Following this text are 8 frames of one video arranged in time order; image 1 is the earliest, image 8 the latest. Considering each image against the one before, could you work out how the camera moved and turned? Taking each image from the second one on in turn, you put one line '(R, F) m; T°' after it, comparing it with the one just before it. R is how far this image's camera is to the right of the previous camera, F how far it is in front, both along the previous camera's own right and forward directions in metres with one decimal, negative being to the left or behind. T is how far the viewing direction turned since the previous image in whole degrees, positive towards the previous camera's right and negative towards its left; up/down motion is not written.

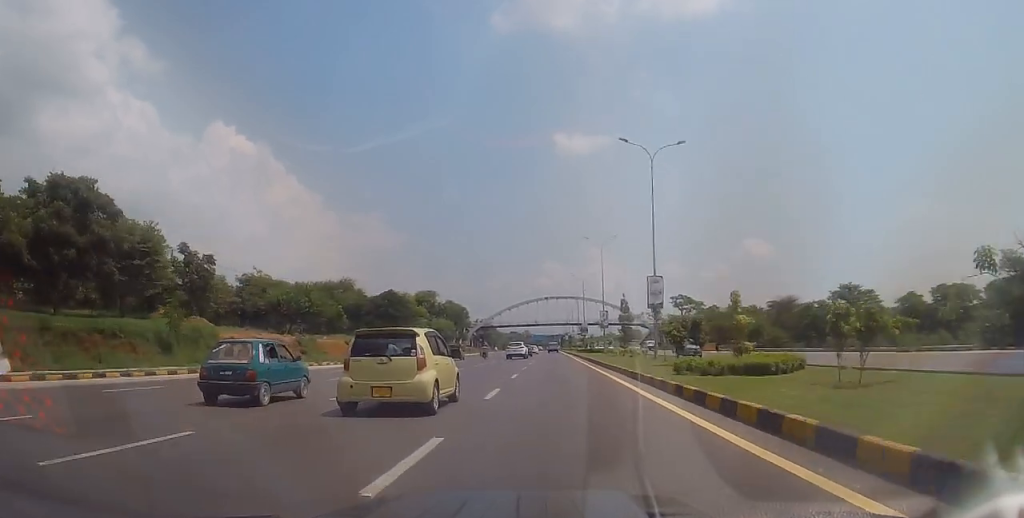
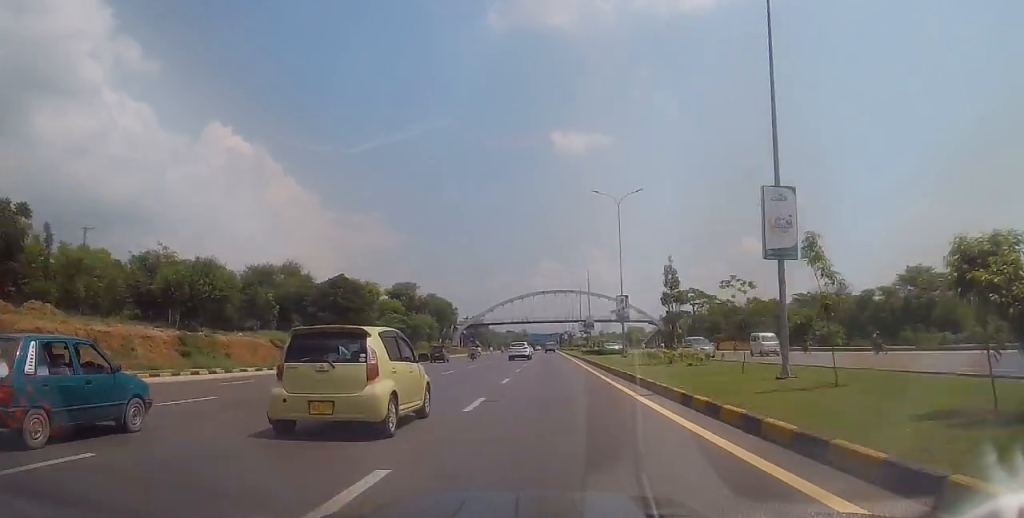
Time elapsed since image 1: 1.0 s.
(0.0, +20.0) m; 0°
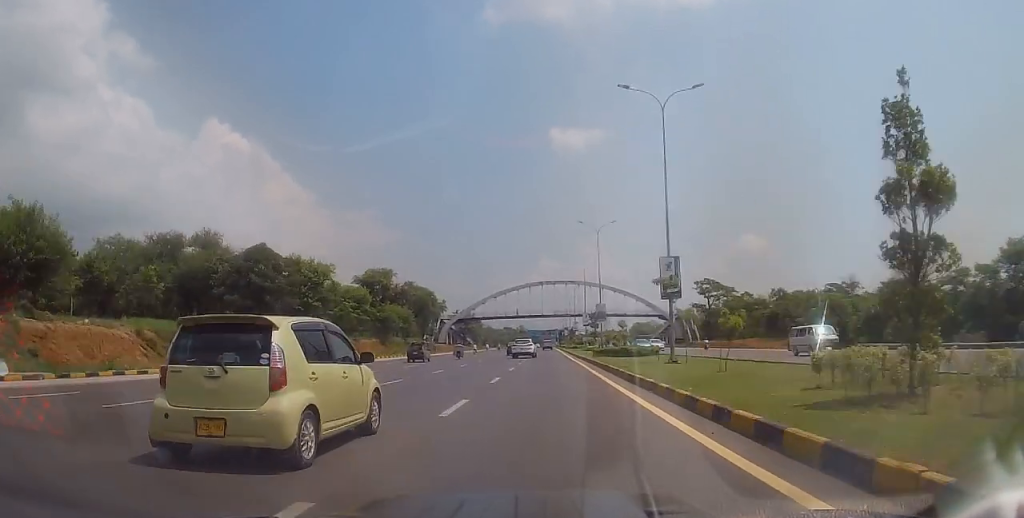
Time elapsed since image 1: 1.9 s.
(0.0, +19.6) m; 0°
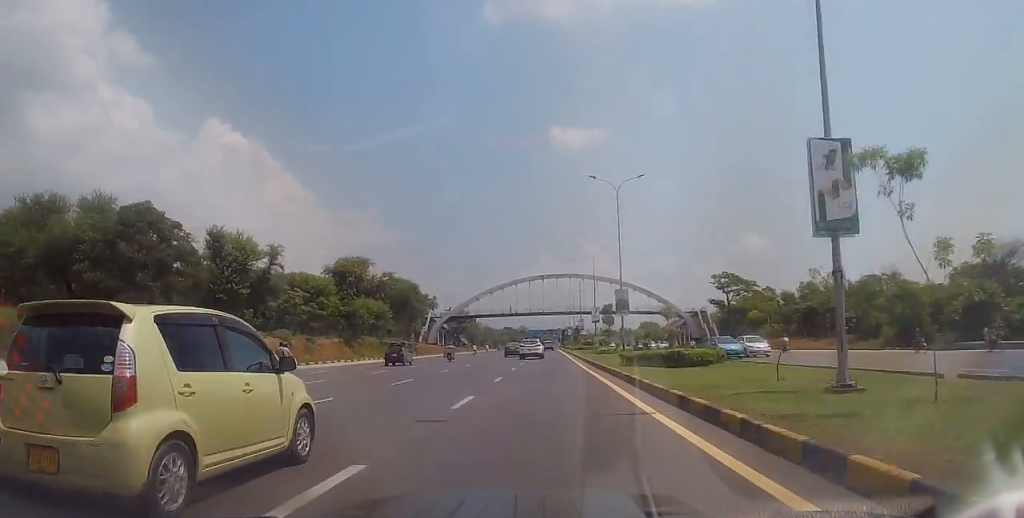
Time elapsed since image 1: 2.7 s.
(0.0, +16.4) m; 0°
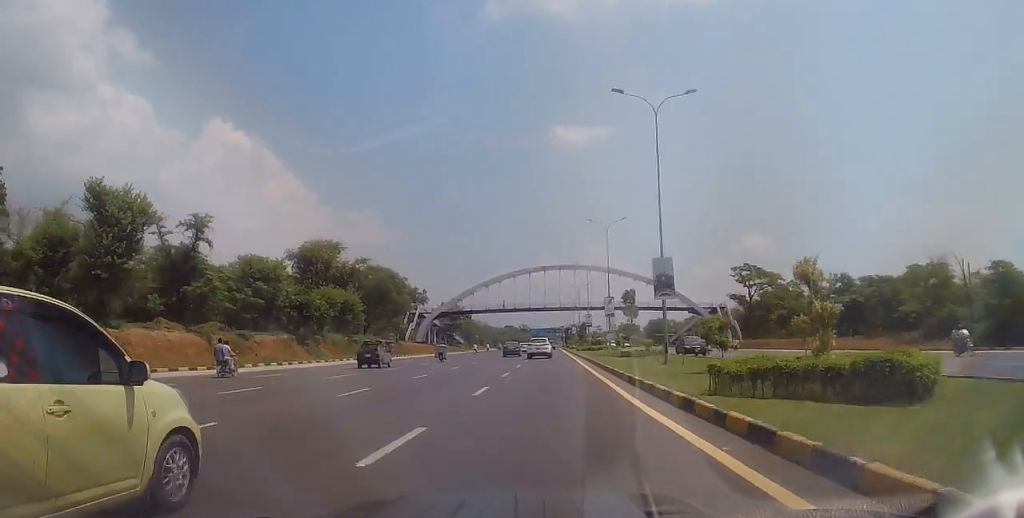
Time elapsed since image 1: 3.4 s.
(+0.2, +15.0) m; 0°
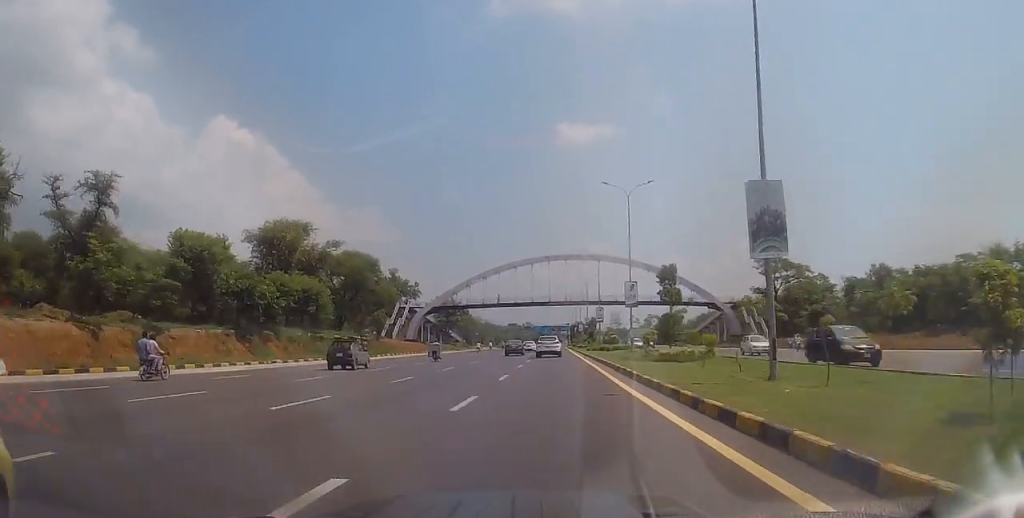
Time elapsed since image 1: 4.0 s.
(-0.3, +13.0) m; -1°
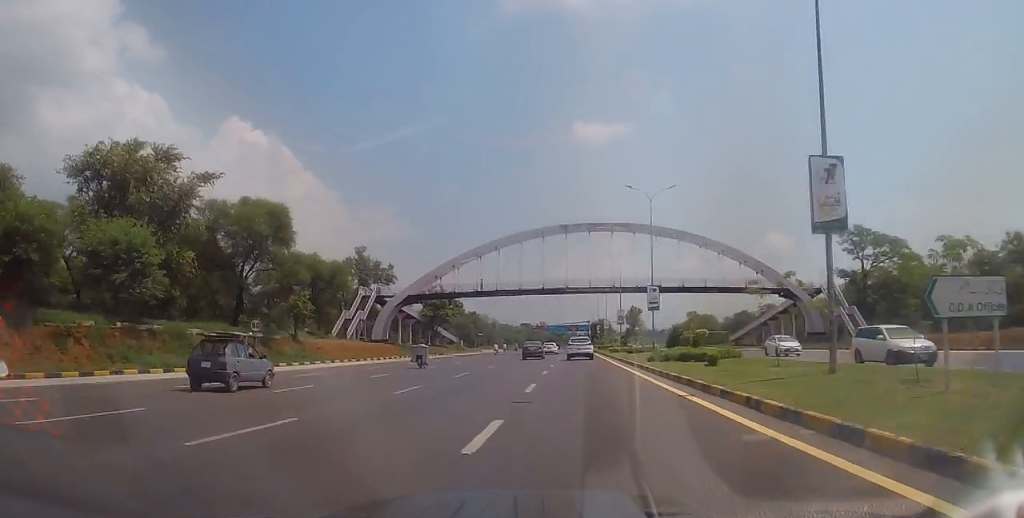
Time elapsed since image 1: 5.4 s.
(-0.6, +31.1) m; -2°
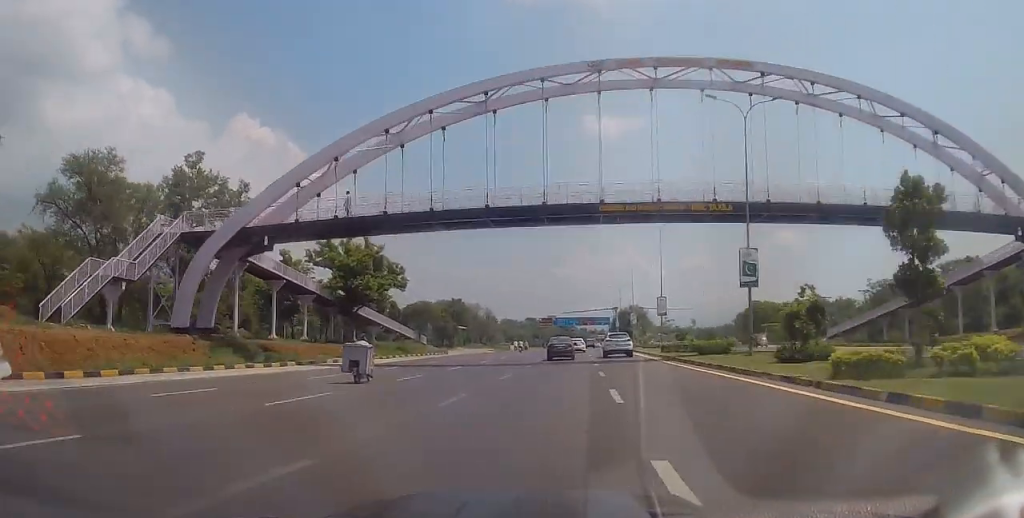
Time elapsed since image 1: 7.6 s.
(+0.5, +48.9) m; +1°
